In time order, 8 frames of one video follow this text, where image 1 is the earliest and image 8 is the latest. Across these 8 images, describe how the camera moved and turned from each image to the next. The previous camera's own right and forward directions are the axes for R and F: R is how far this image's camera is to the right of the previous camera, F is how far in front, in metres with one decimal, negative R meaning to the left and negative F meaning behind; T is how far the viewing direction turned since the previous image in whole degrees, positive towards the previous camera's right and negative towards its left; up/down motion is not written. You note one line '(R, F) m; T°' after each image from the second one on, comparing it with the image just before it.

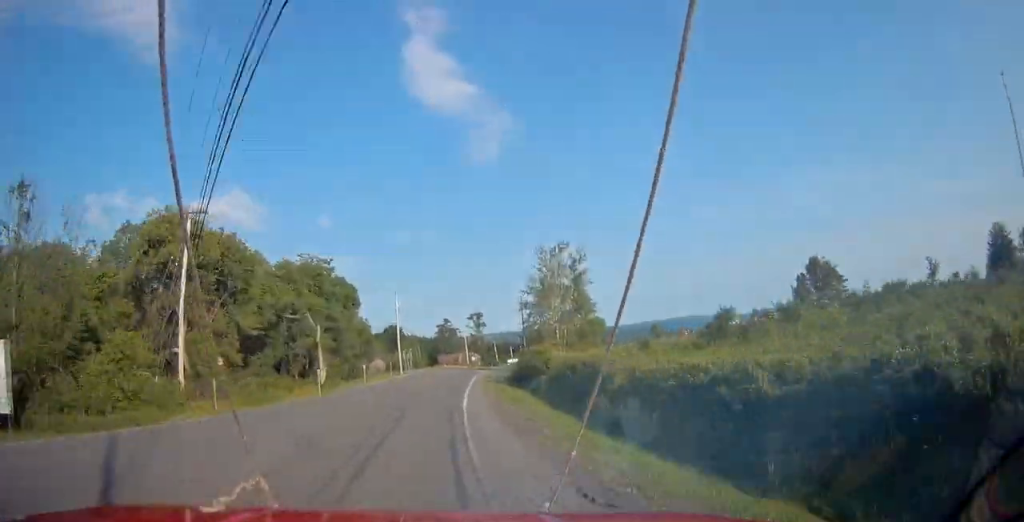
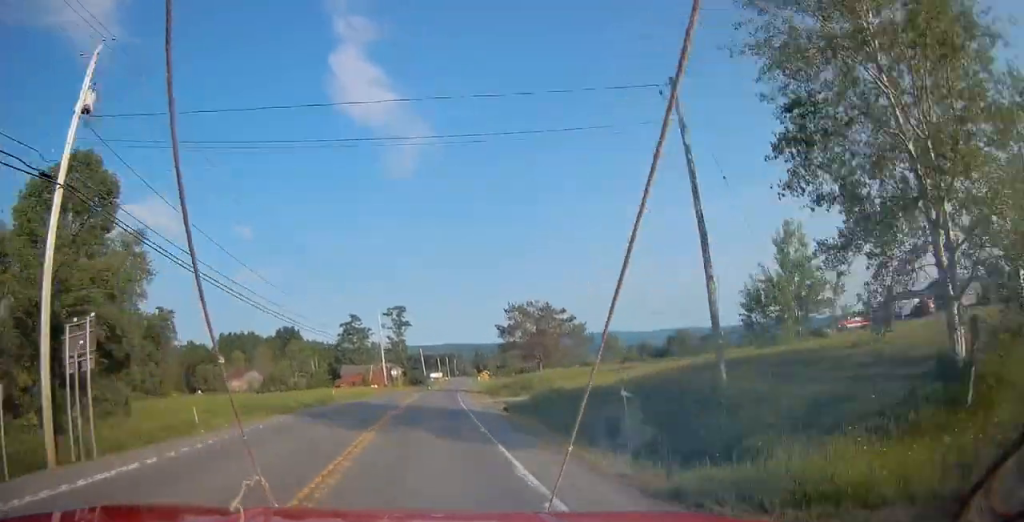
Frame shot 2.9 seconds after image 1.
(+4.1, +62.0) m; +6°
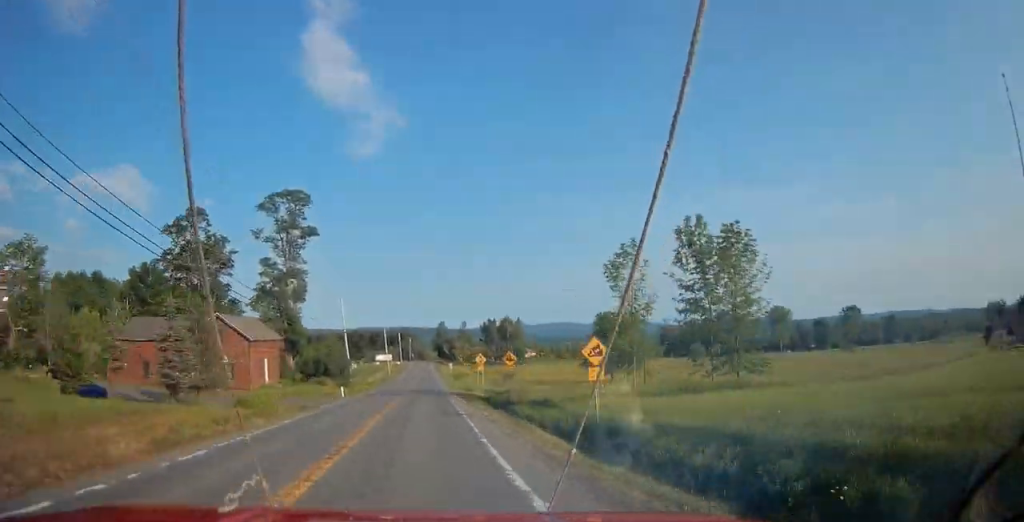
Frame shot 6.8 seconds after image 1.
(+3.9, +81.8) m; +4°
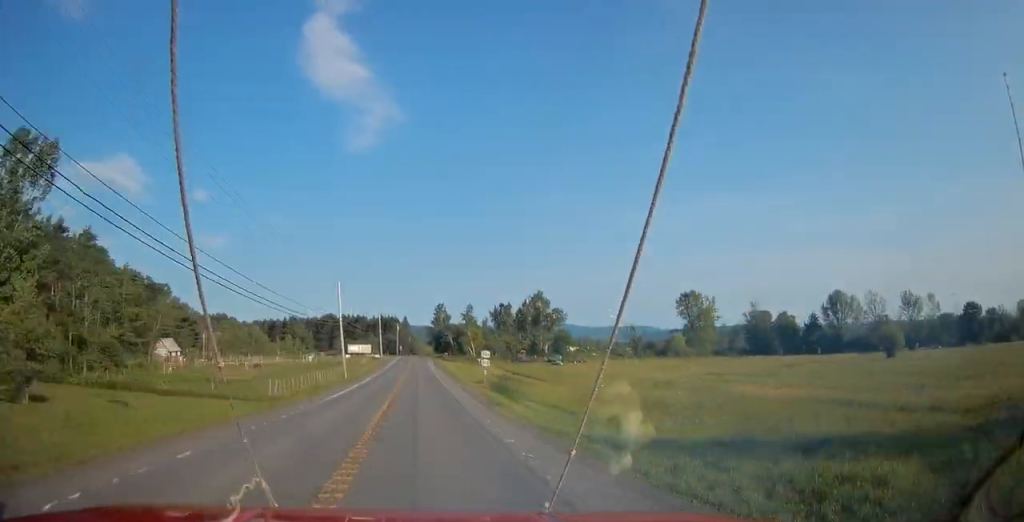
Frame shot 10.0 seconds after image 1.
(+0.8, +70.8) m; +1°
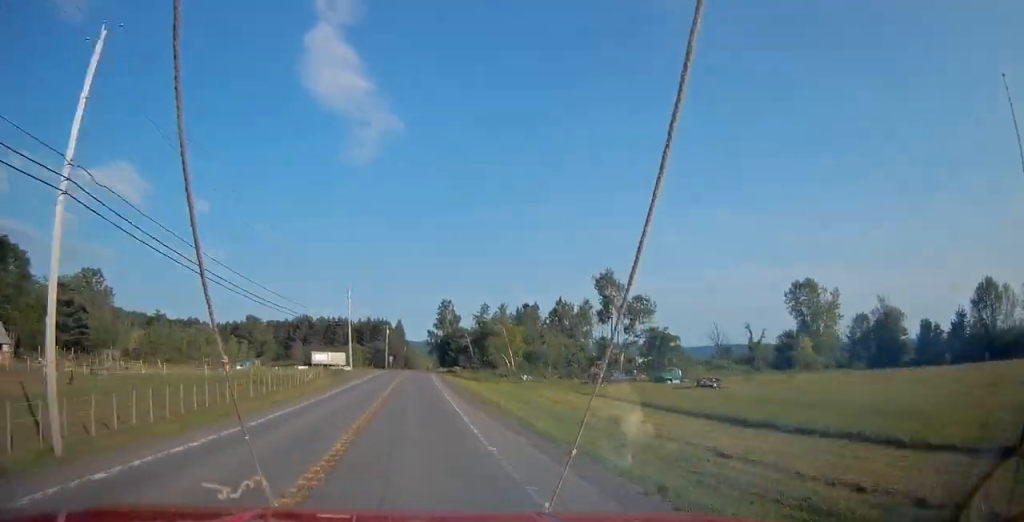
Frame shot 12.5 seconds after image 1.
(+0.3, +58.2) m; +1°
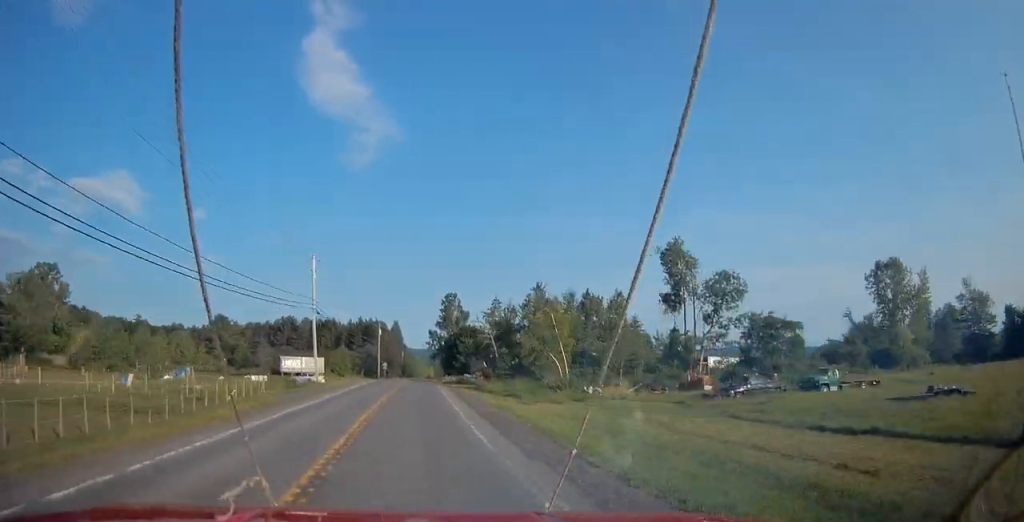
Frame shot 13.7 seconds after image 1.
(0.0, +27.7) m; +1°
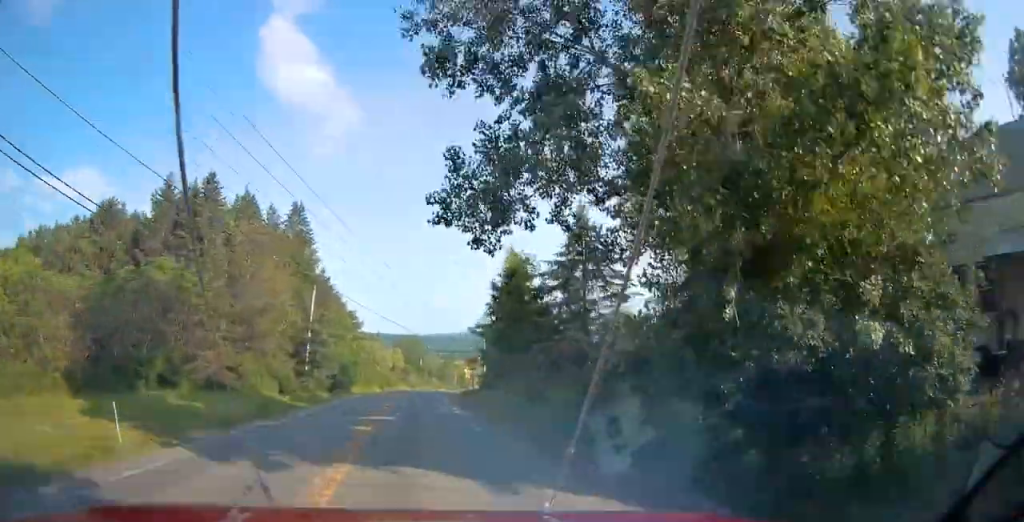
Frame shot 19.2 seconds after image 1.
(+5.9, +125.2) m; +2°
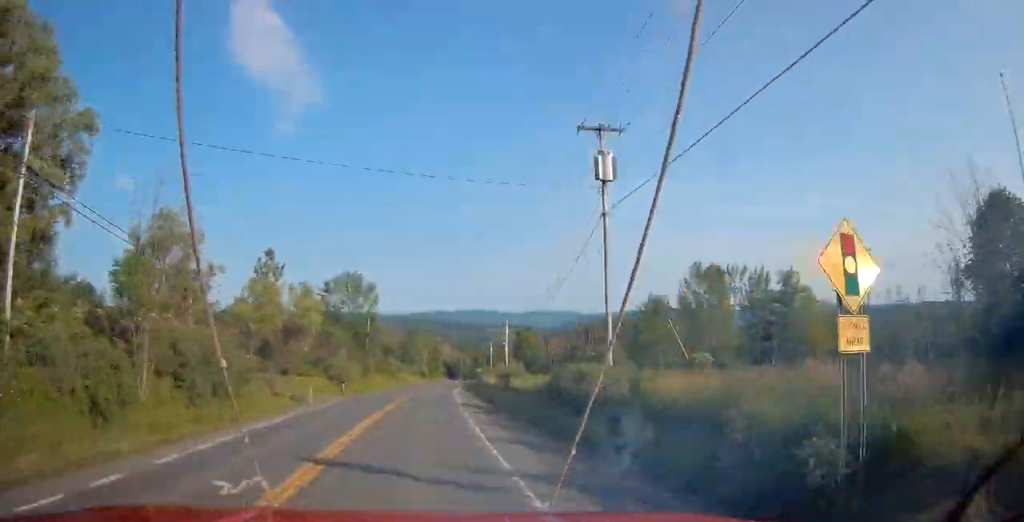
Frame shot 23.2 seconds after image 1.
(-1.3, +87.0) m; +3°
